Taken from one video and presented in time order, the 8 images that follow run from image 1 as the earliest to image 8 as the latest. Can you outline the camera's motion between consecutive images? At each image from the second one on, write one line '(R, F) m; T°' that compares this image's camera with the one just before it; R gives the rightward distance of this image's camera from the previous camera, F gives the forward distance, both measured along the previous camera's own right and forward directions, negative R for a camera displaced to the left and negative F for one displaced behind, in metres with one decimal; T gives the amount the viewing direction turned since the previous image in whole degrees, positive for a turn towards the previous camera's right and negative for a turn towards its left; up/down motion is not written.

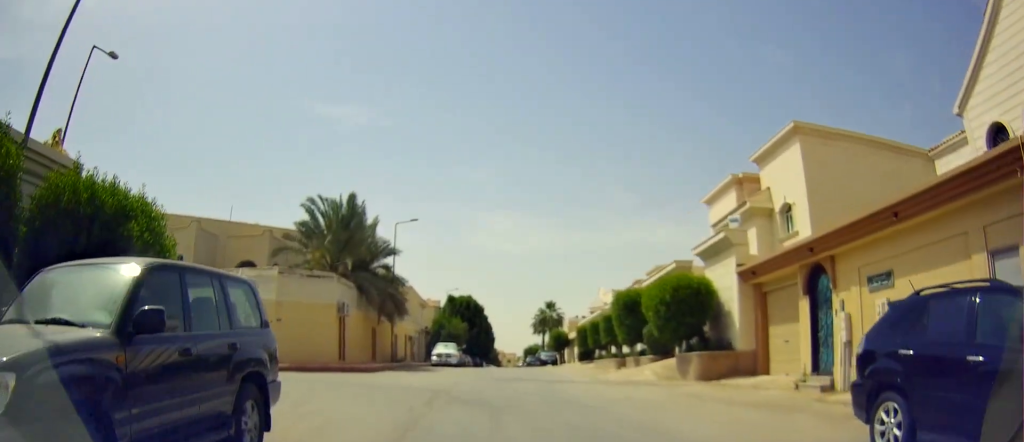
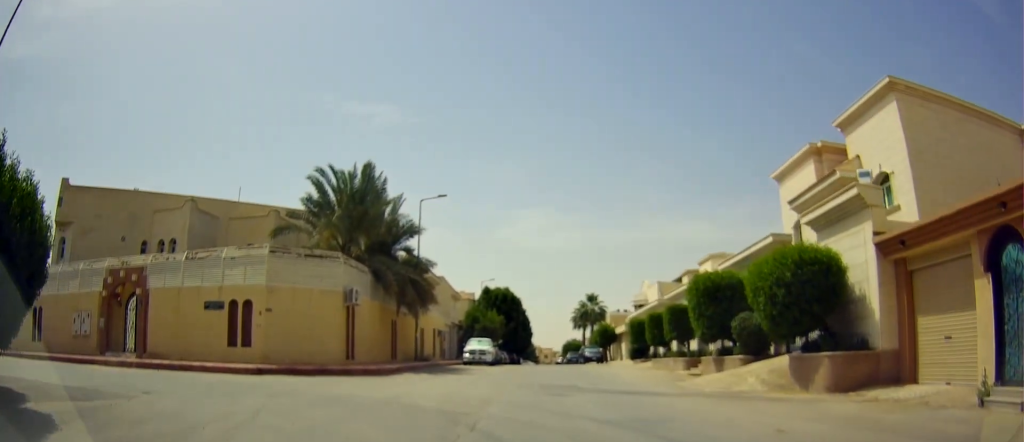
(0.0, +6.3) m; -3°
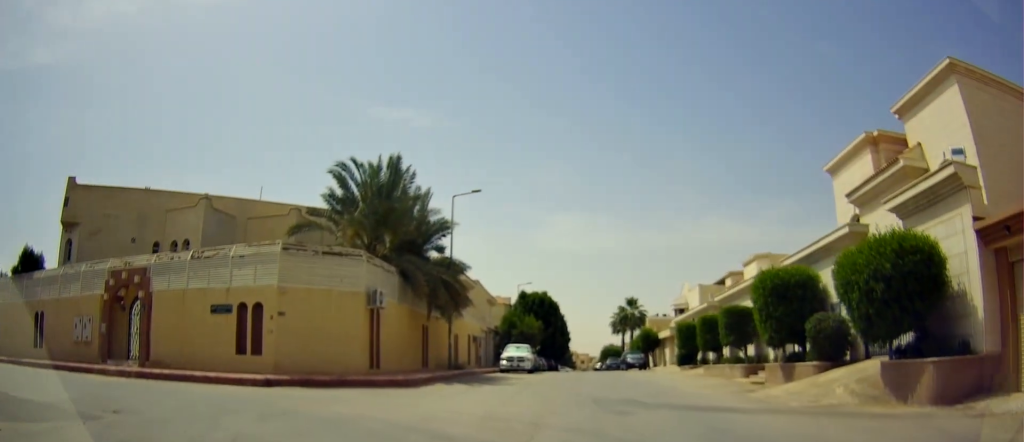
(-0.1, +2.9) m; -1°
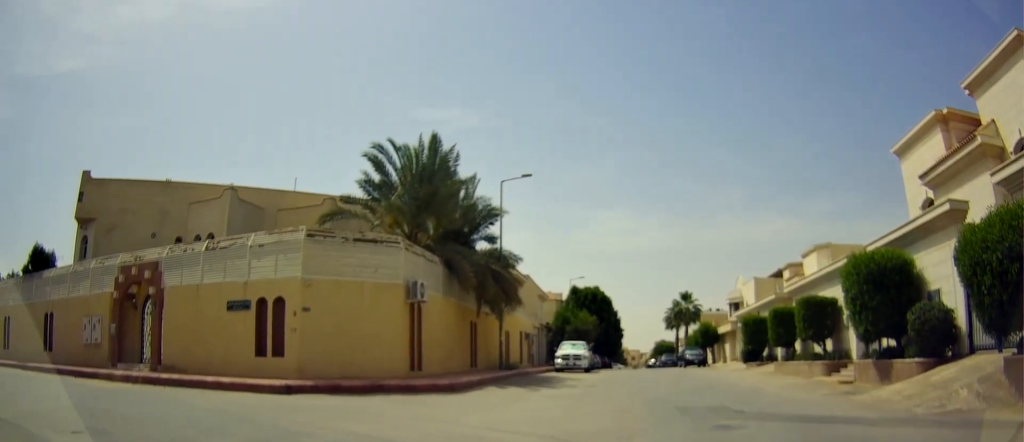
(-0.3, +3.1) m; 0°
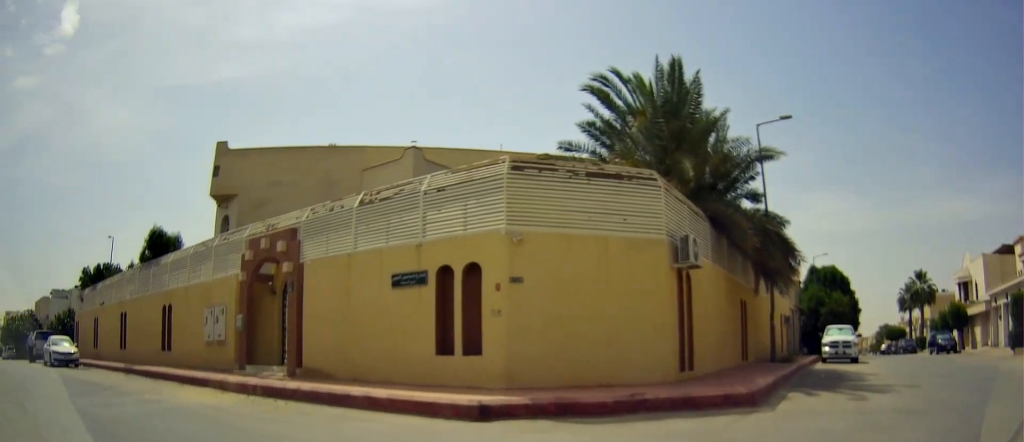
(-0.6, +7.2) m; -20°
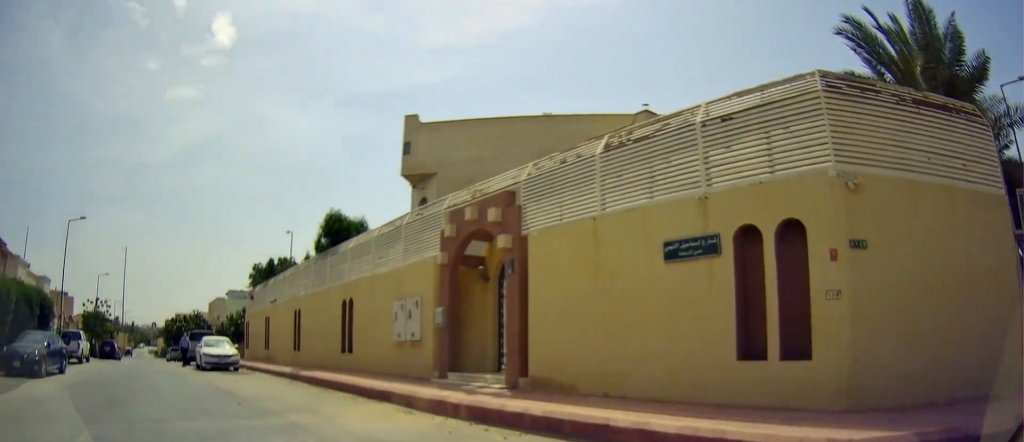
(-0.7, +4.5) m; -20°
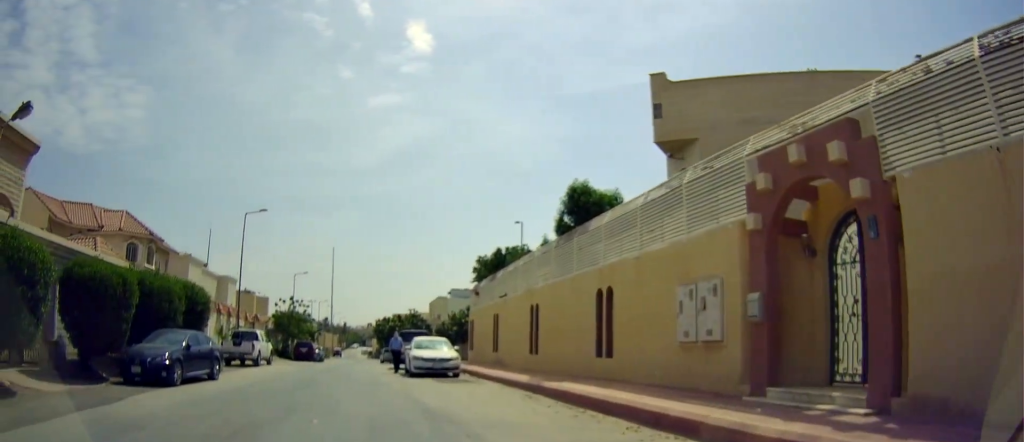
(-0.9, +4.3) m; -20°
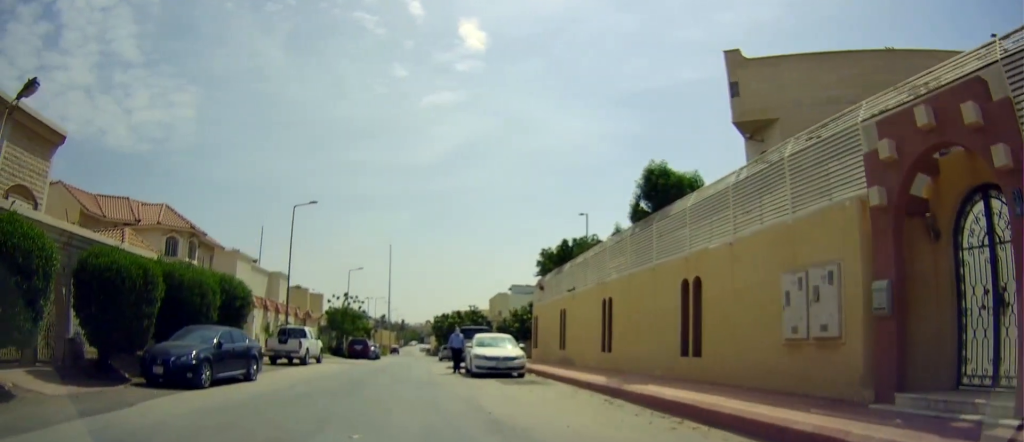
(0.0, +1.7) m; -6°
